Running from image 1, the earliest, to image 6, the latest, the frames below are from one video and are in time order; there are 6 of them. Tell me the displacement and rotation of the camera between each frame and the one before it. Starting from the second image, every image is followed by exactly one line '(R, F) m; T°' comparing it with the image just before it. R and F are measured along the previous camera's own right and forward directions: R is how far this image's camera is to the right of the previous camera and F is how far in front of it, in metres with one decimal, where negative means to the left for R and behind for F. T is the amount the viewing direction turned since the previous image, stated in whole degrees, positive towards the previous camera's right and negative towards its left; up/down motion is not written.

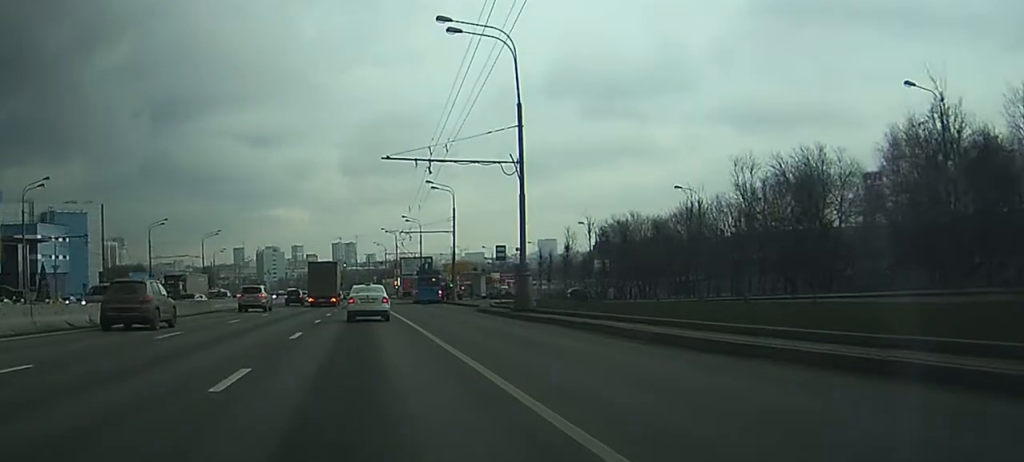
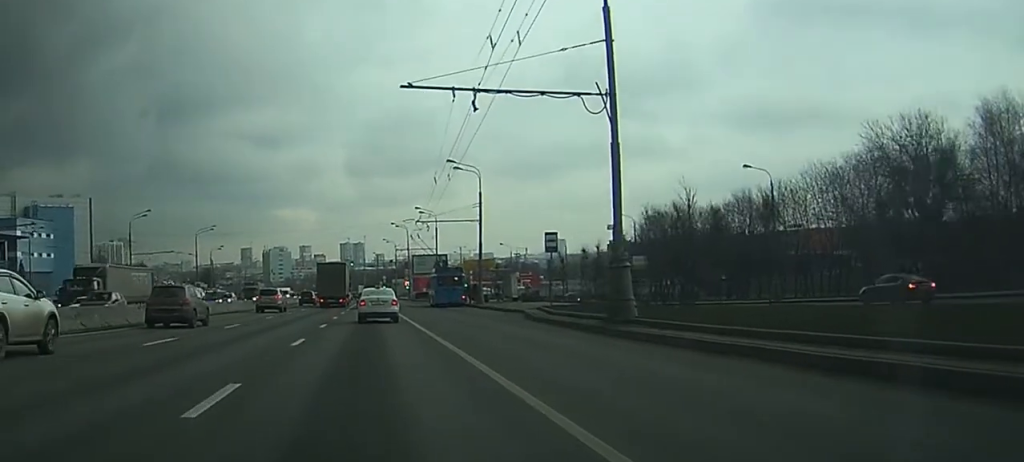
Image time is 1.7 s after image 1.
(+0.1, +14.0) m; 0°
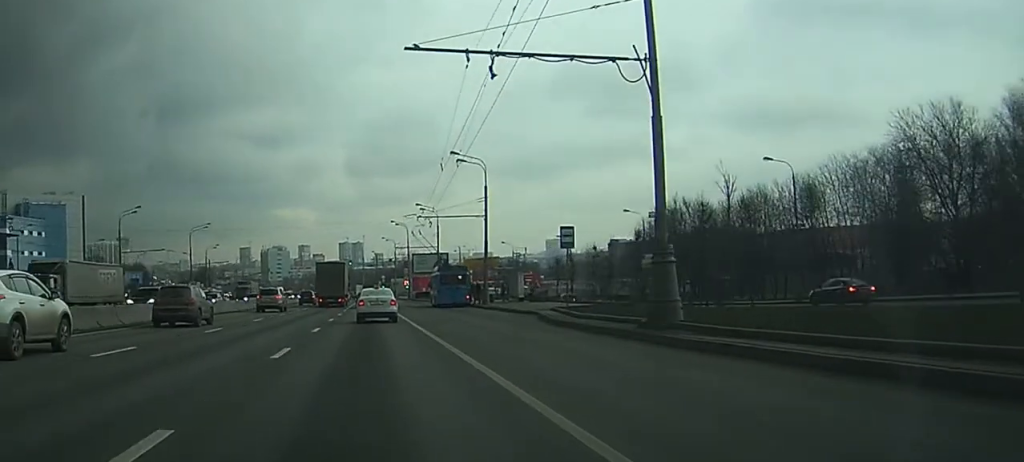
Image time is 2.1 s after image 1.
(0.0, +4.0) m; 0°
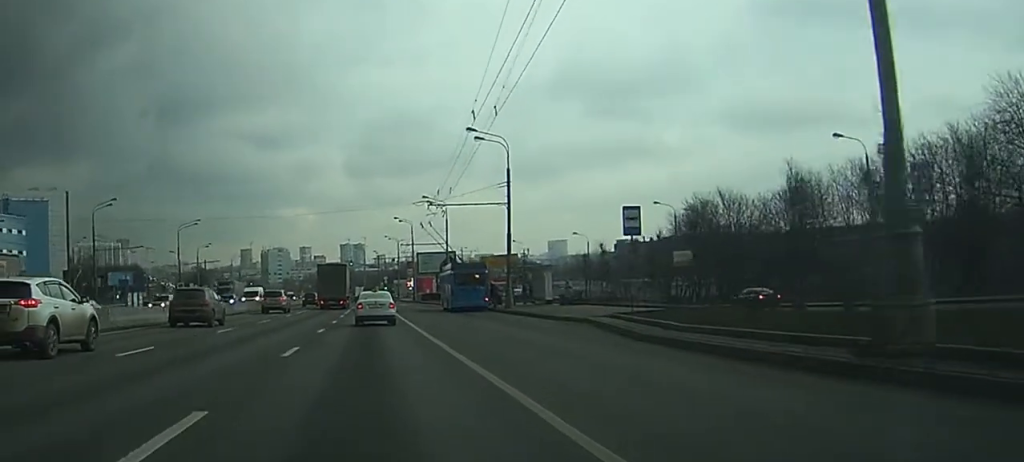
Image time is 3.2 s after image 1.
(-0.1, +10.4) m; -1°
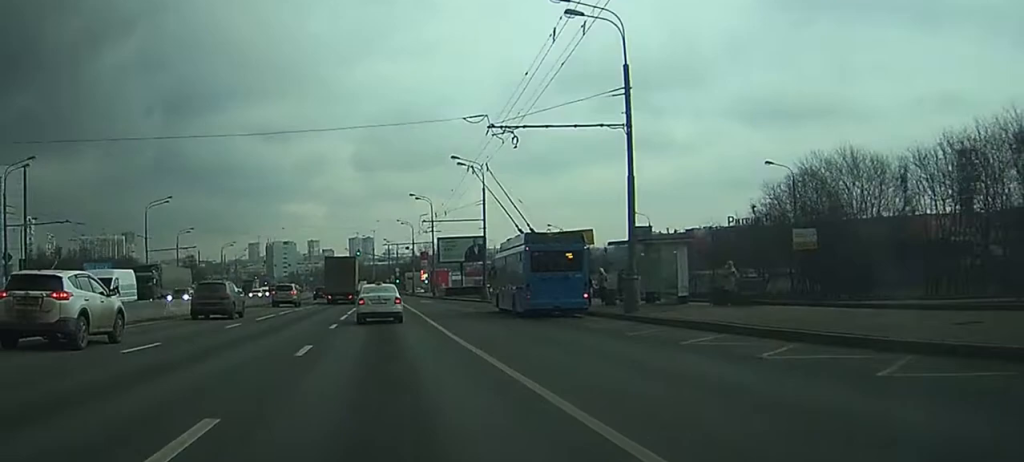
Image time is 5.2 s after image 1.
(0.0, +23.8) m; 0°
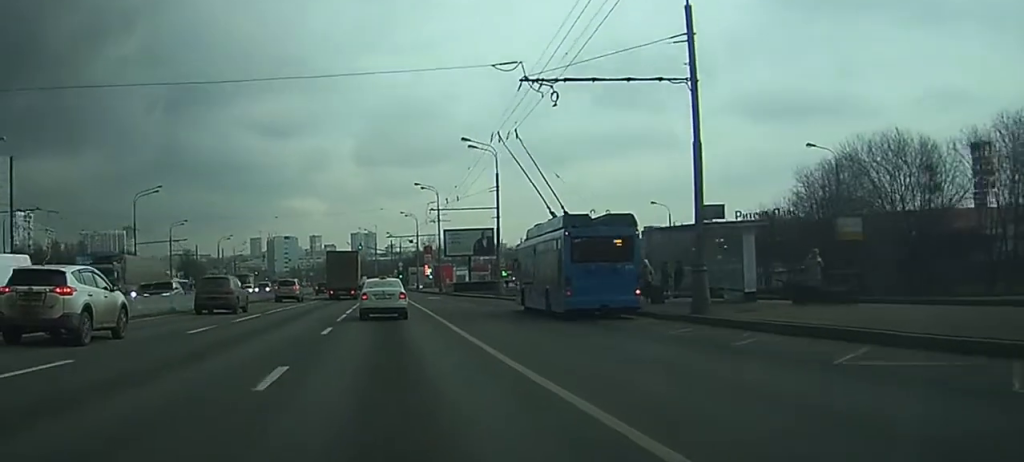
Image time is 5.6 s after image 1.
(0.0, +6.3) m; 0°
